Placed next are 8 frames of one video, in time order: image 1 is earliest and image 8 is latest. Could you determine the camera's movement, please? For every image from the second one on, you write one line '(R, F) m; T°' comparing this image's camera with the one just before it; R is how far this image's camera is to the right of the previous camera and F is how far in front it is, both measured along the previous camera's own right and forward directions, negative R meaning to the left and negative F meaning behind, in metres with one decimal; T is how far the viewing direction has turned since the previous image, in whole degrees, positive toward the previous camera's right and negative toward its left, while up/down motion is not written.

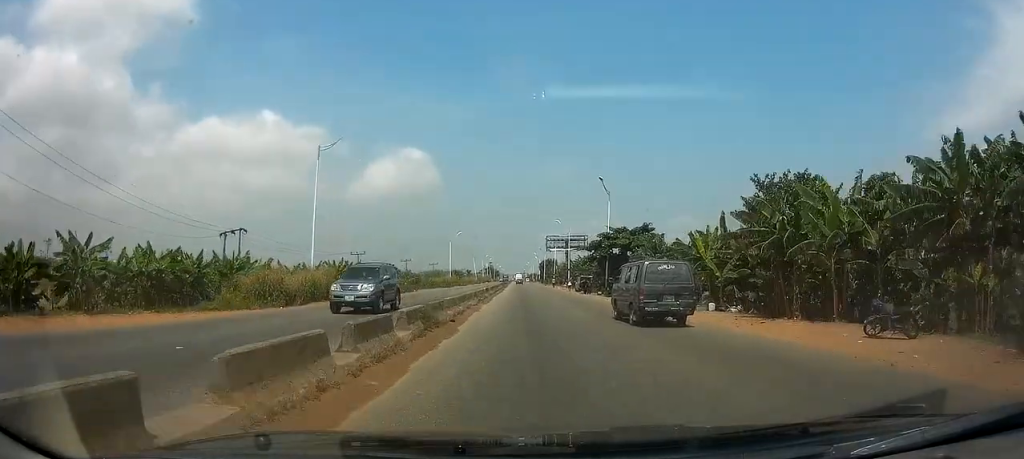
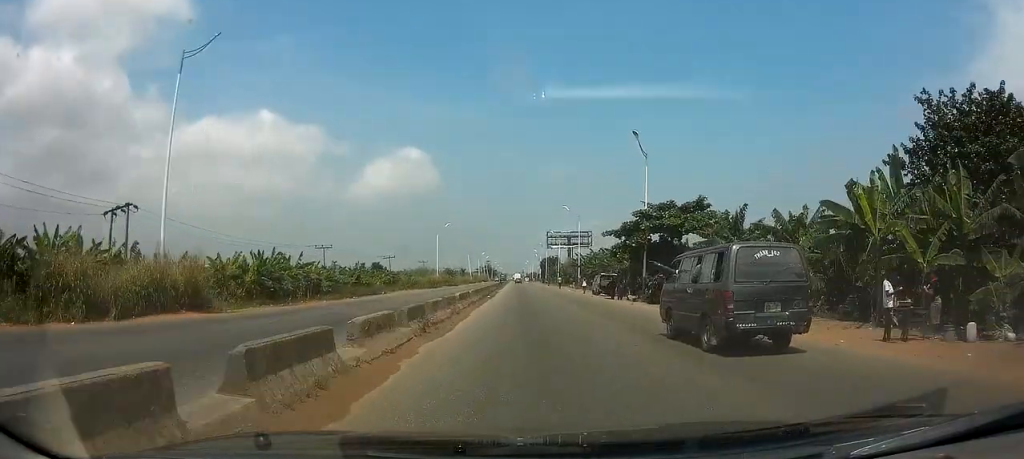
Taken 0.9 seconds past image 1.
(0.0, +17.4) m; 0°
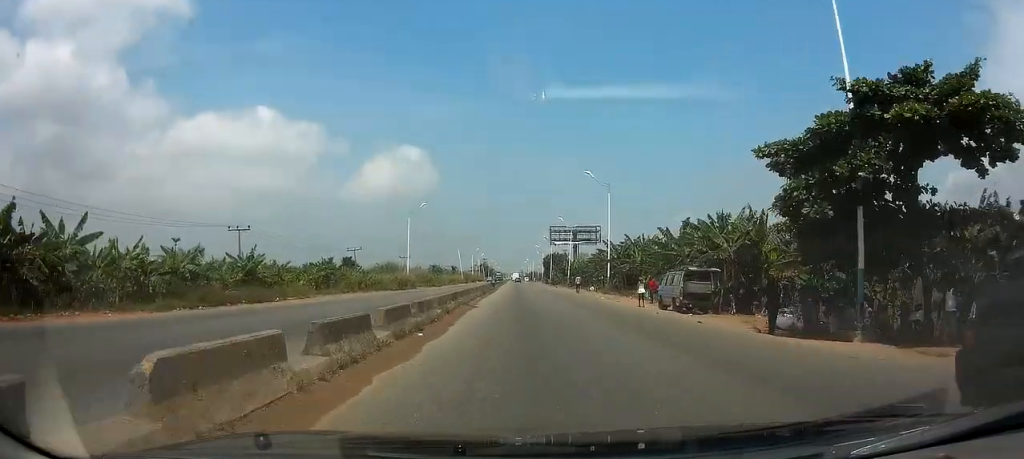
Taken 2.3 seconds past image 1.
(0.0, +26.7) m; 0°
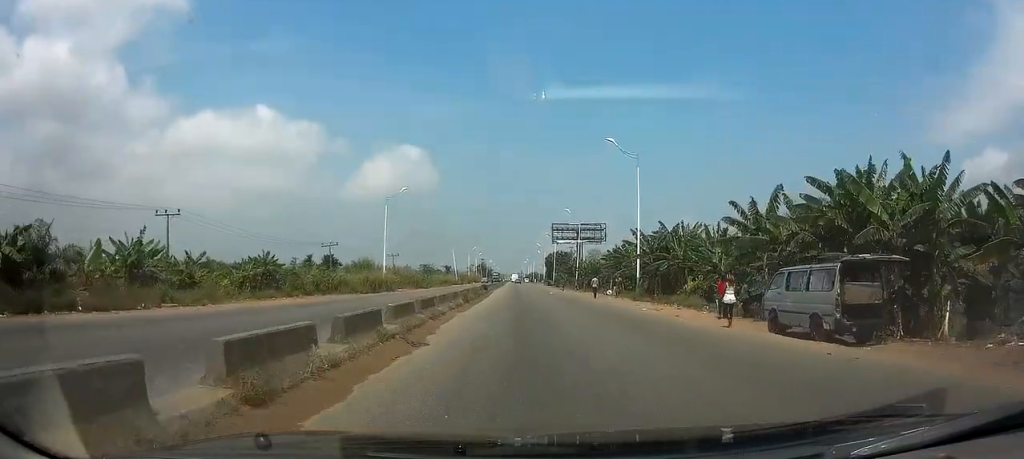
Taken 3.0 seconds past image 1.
(0.0, +13.7) m; 0°
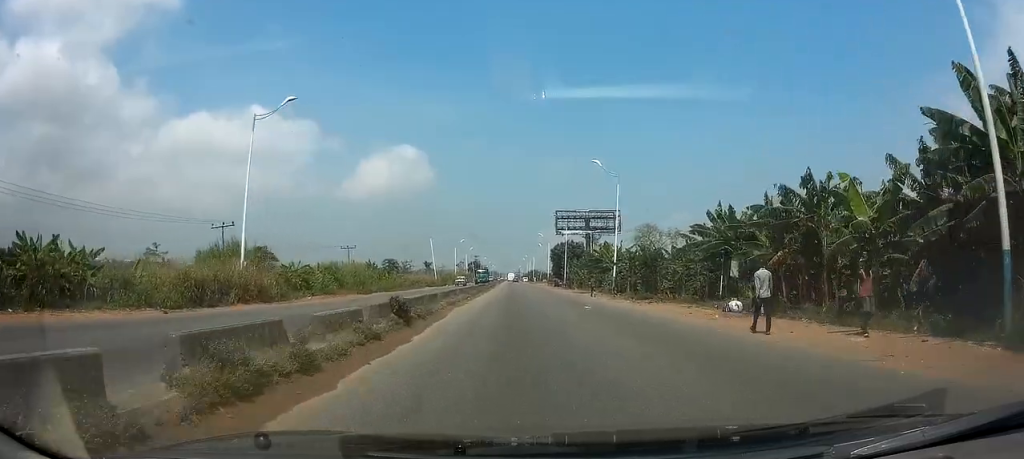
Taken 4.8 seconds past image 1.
(0.0, +32.7) m; 0°
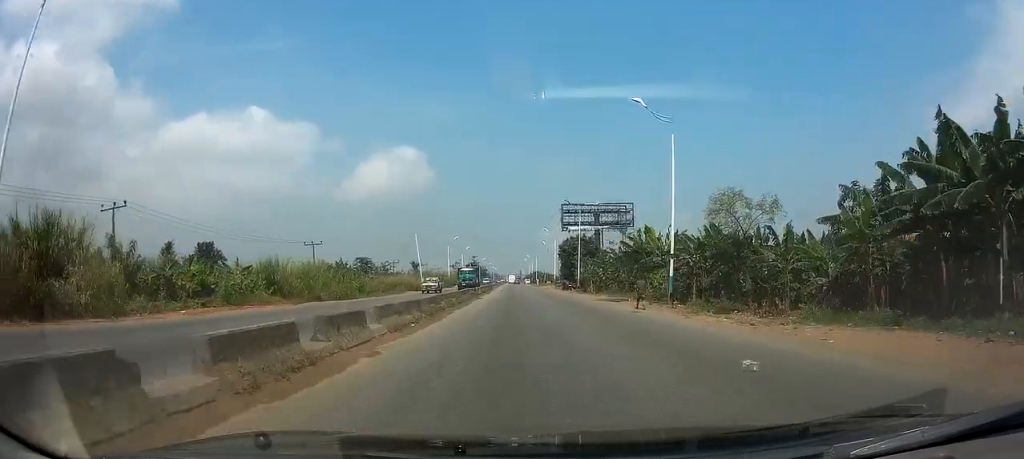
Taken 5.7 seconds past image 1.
(0.0, +17.3) m; 0°
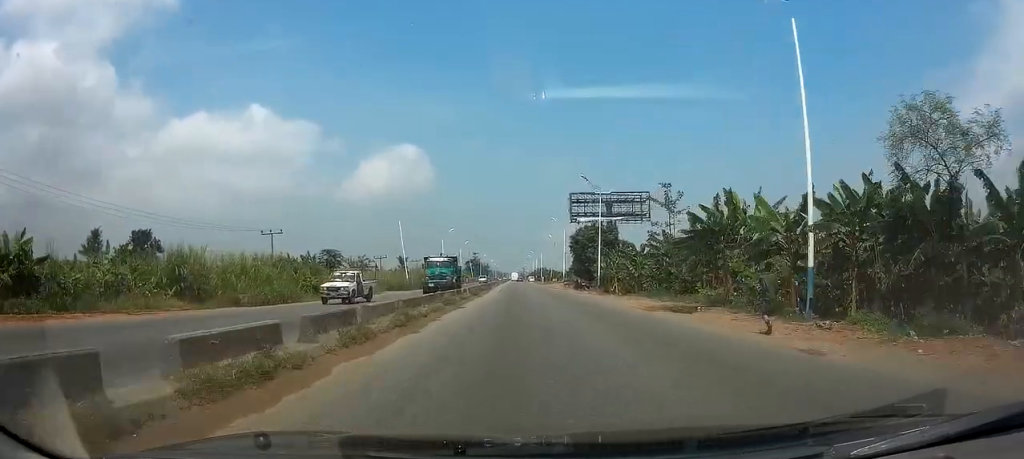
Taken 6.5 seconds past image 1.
(-0.1, +15.0) m; 0°
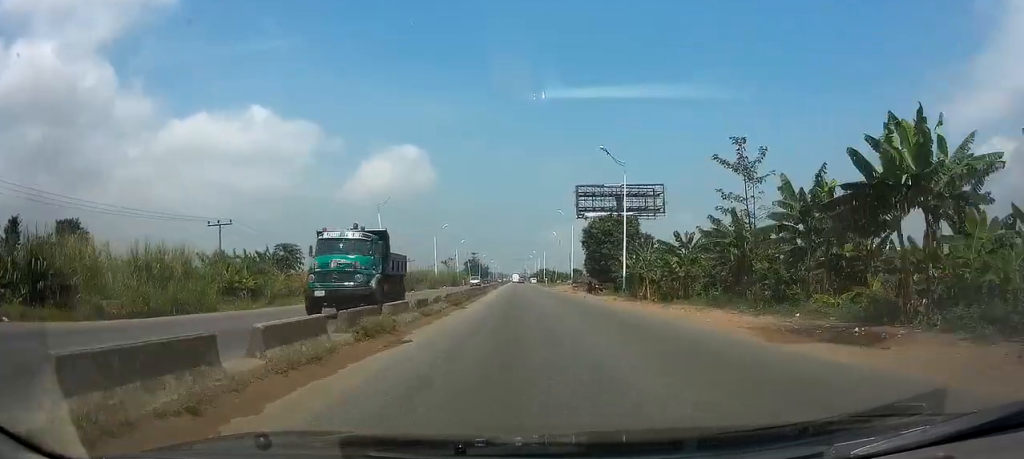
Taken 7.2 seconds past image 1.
(0.0, +12.8) m; 0°
